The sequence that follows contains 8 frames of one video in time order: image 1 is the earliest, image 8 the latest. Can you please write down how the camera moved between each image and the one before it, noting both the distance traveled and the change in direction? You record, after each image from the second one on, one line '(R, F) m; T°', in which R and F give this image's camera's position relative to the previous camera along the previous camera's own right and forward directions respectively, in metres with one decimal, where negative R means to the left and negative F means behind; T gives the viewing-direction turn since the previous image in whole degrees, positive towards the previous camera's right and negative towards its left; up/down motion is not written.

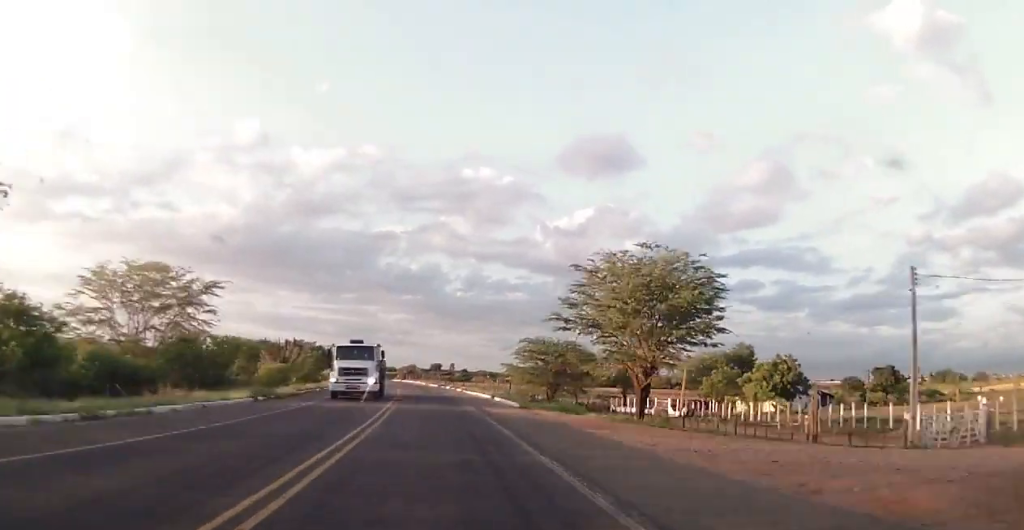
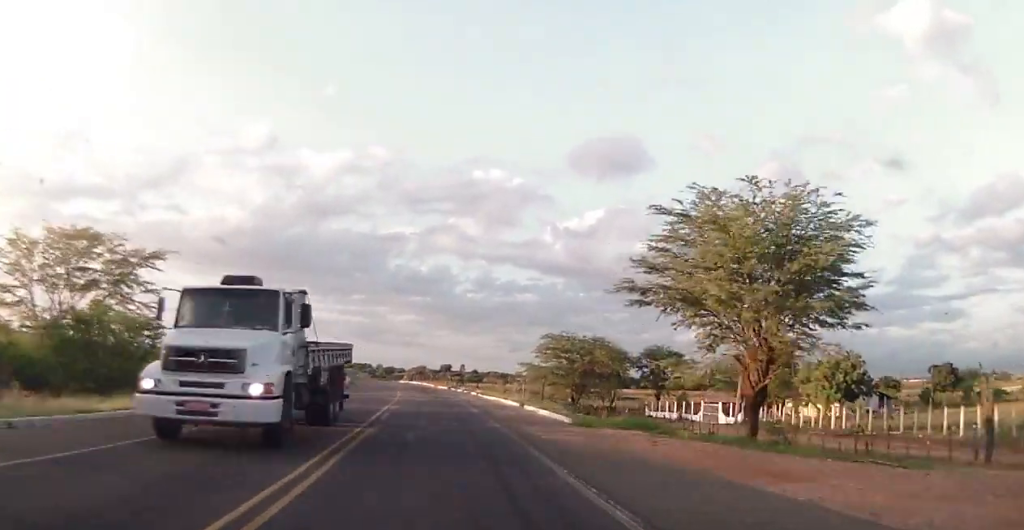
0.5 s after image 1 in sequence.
(-0.2, +11.8) m; -1°
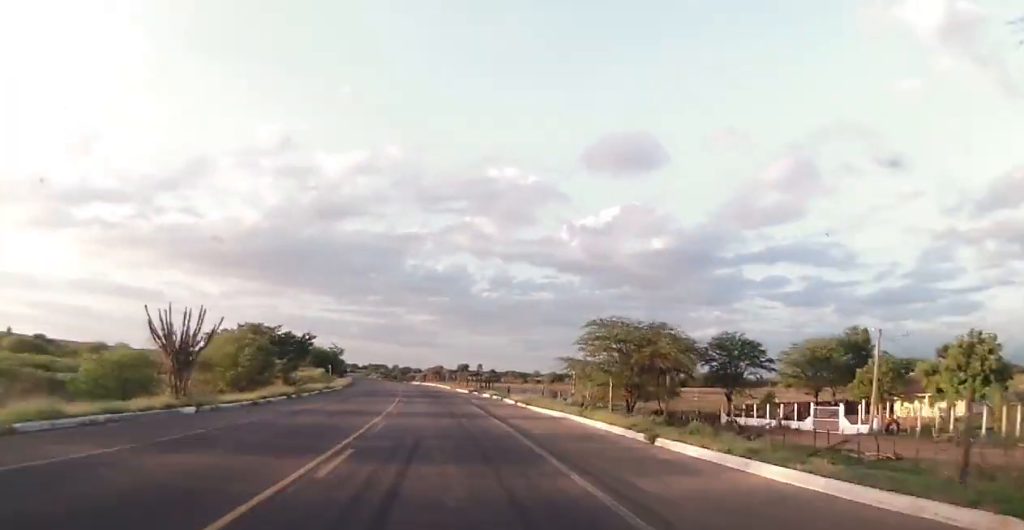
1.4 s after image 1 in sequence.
(0.0, +18.6) m; 0°
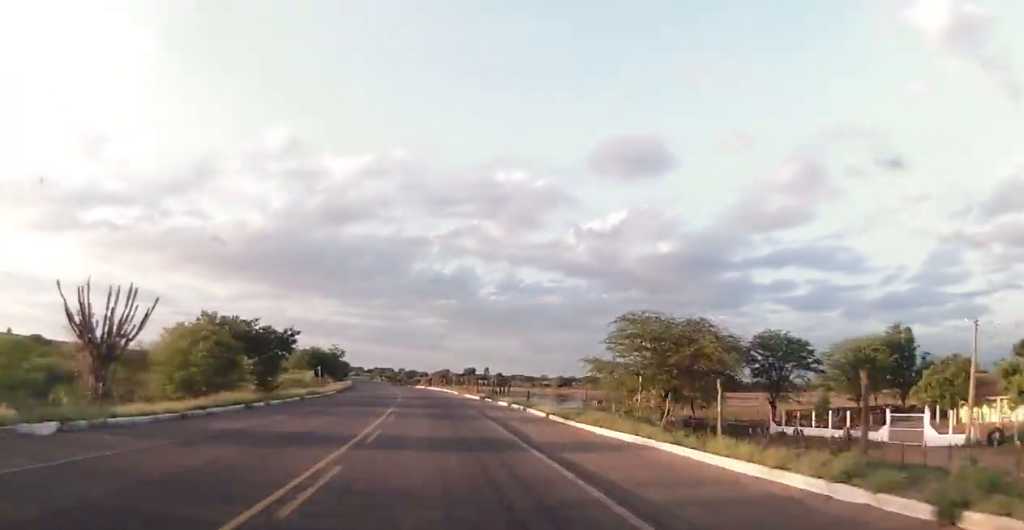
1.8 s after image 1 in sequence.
(0.0, +9.0) m; -1°
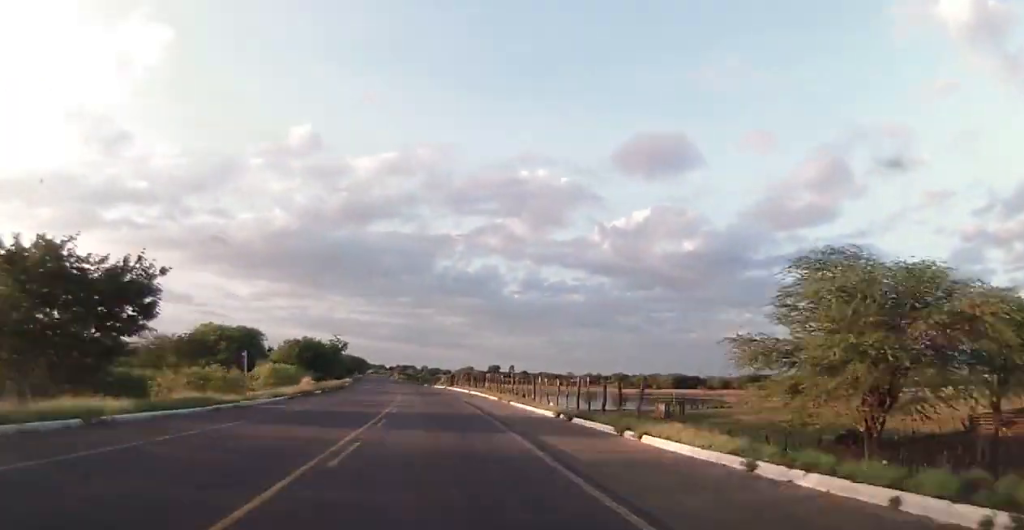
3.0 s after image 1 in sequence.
(-0.7, +27.8) m; -3°
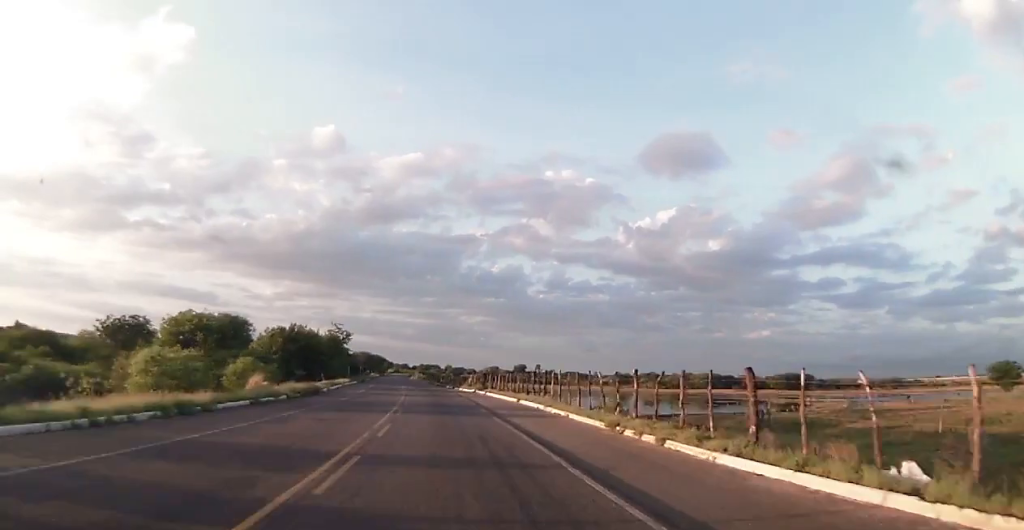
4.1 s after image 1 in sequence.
(-0.5, +24.2) m; -1°
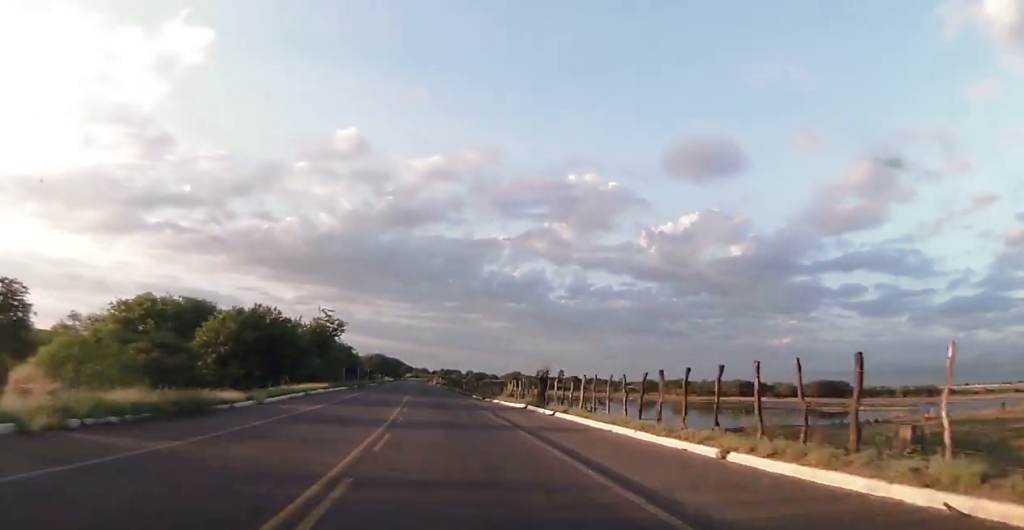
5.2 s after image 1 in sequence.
(0.0, +25.2) m; -1°
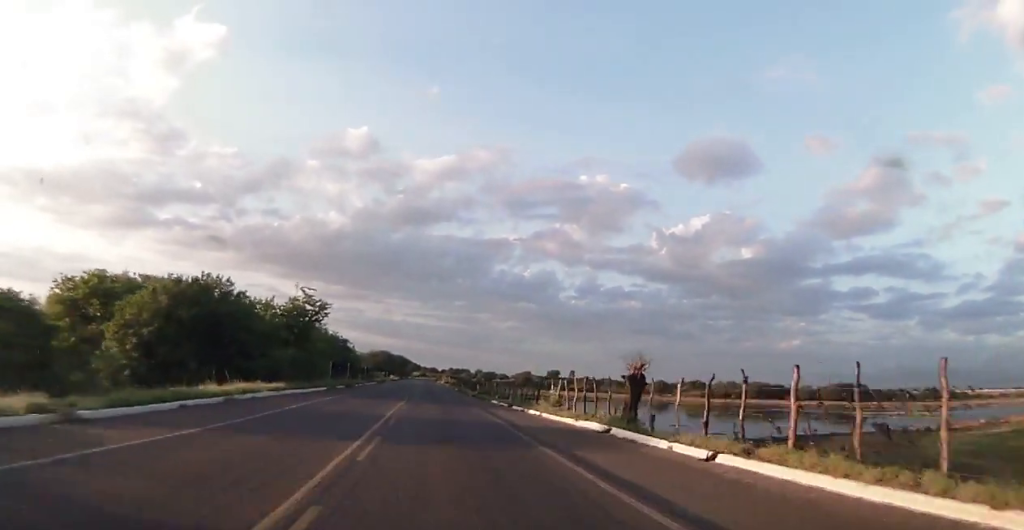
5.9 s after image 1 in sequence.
(-0.3, +16.1) m; -1°
